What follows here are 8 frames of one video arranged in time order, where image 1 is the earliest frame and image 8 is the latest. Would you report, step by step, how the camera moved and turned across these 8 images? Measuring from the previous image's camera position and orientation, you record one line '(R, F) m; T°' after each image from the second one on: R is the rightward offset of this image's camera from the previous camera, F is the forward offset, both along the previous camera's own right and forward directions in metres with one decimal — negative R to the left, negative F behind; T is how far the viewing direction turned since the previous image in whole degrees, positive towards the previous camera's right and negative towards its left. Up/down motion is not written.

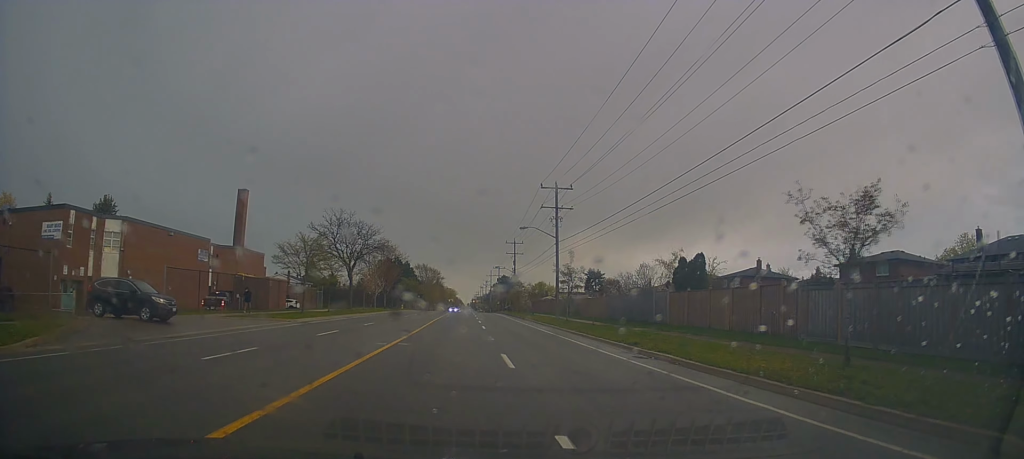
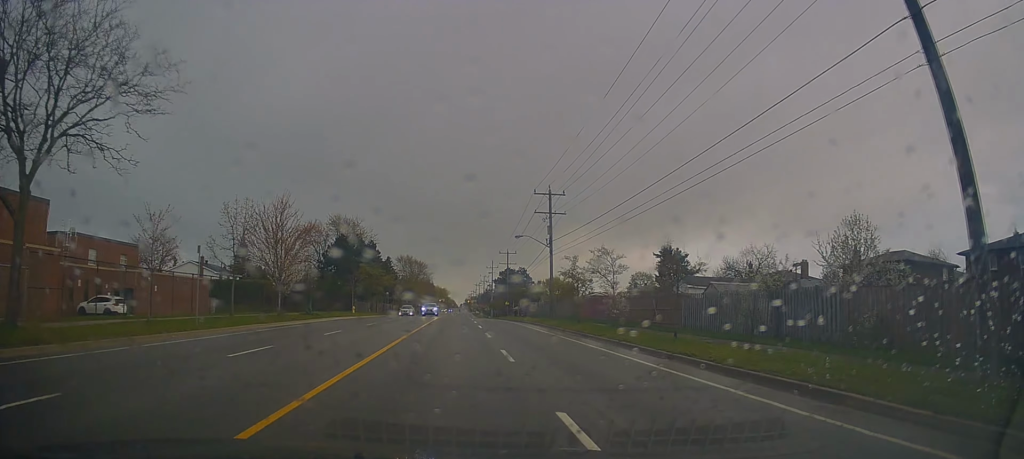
(-0.5, +44.3) m; 0°
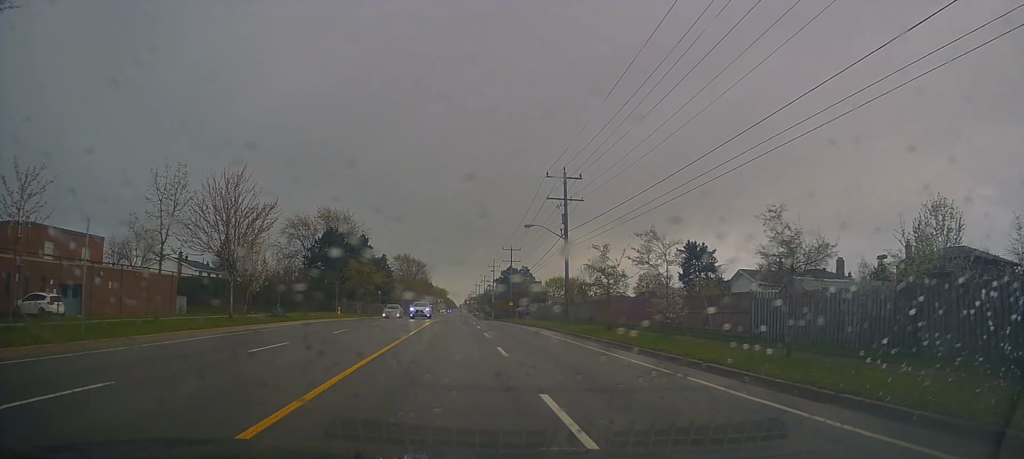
(+0.1, +7.9) m; +1°
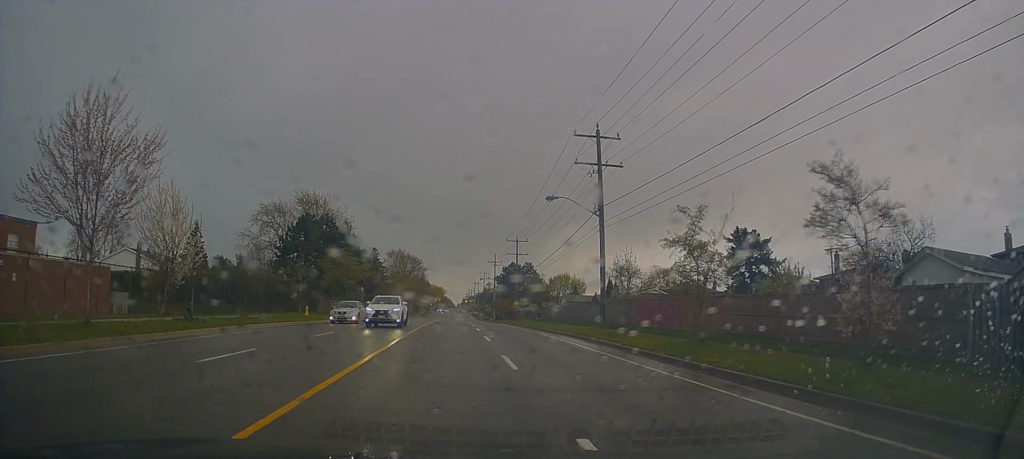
(+0.2, +11.7) m; 0°
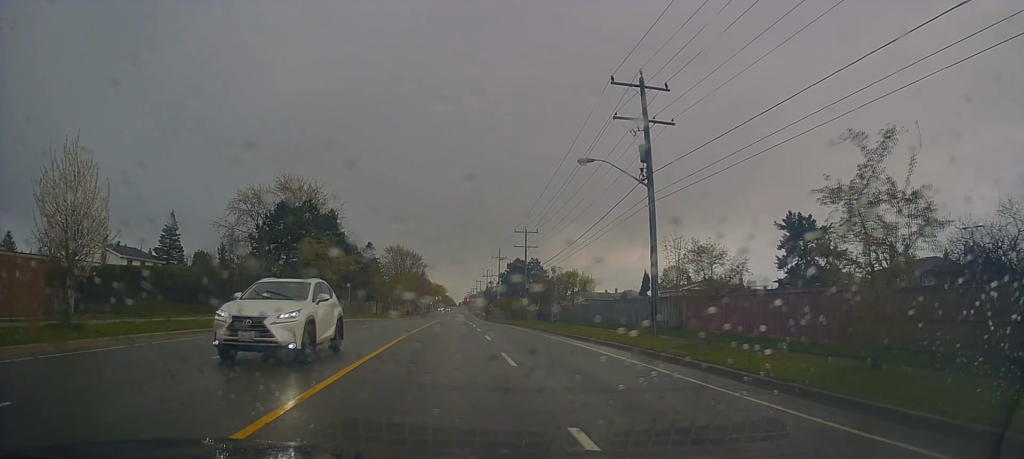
(0.0, +8.9) m; -1°
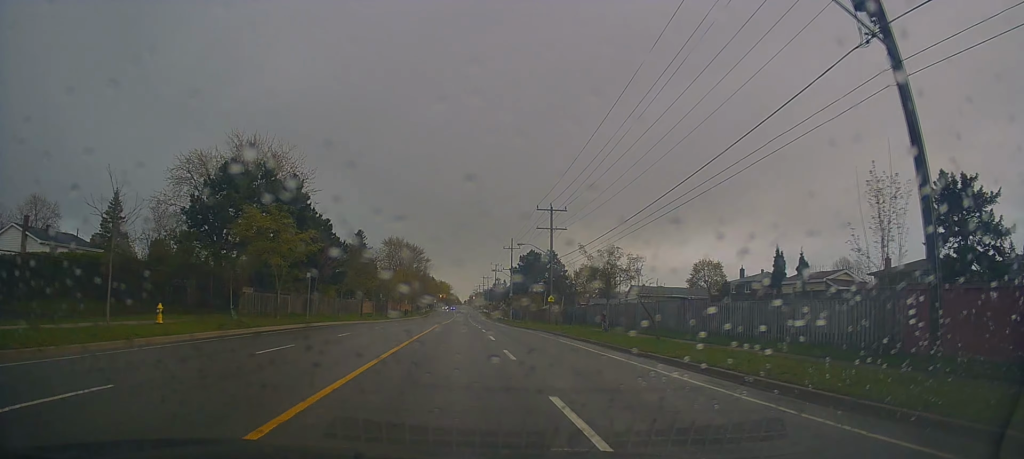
(-0.3, +15.5) m; -1°
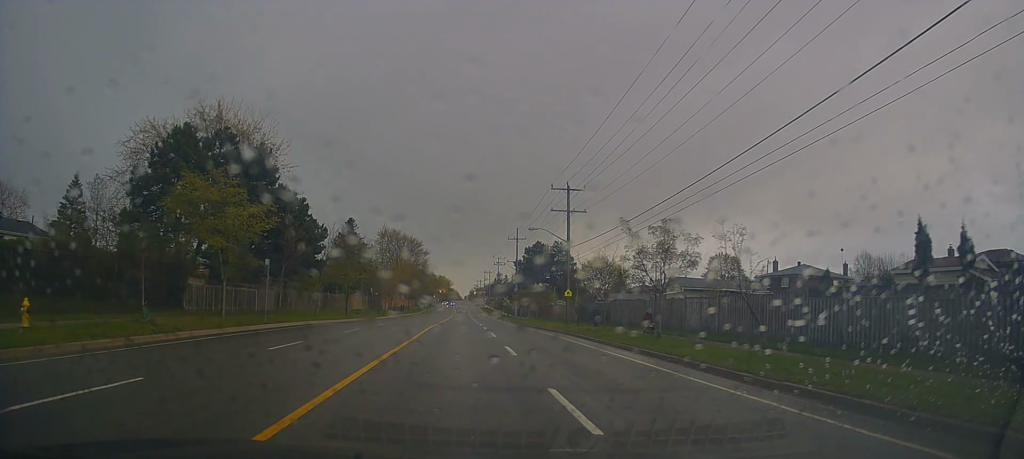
(-0.2, +8.6) m; +2°
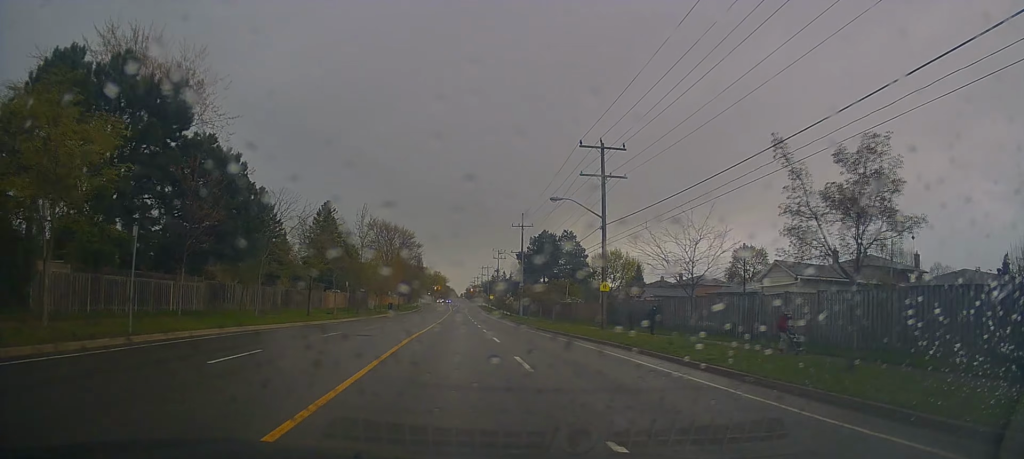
(+0.6, +12.5) m; +1°
